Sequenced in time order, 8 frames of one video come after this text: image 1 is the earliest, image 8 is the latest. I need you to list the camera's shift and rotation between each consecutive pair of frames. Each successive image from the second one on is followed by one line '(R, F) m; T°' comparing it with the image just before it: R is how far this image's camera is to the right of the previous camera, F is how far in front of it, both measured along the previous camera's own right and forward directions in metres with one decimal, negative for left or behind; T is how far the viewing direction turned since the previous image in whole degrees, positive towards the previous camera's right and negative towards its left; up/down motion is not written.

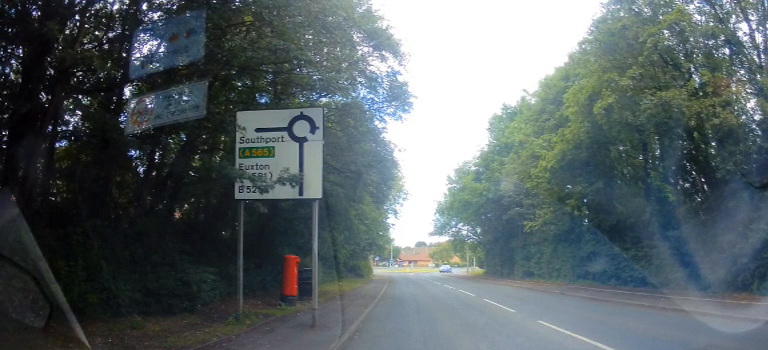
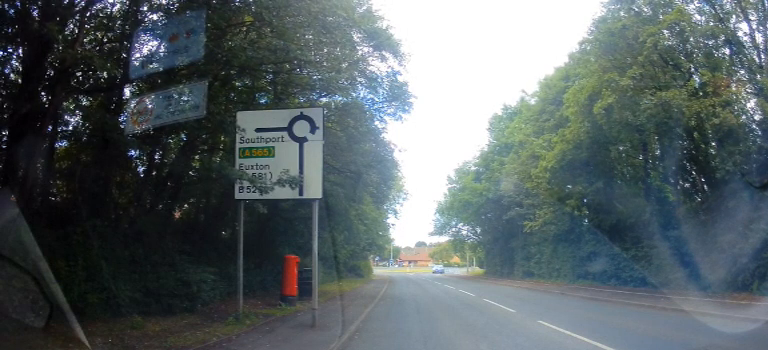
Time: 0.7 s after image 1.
(0.0, 0.0) m; 0°
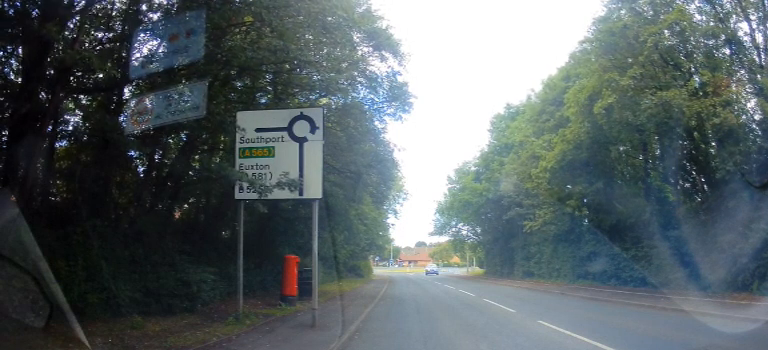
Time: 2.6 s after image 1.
(0.0, 0.0) m; 0°
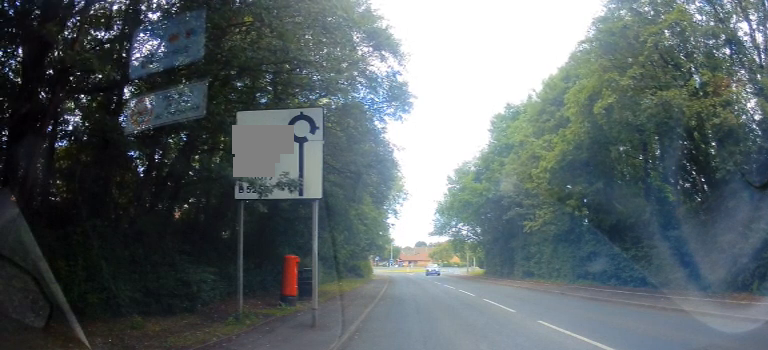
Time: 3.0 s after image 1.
(0.0, 0.0) m; 0°
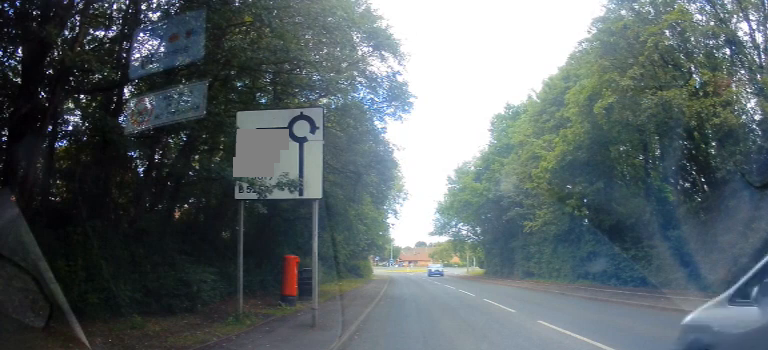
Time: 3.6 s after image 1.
(0.0, 0.0) m; 0°
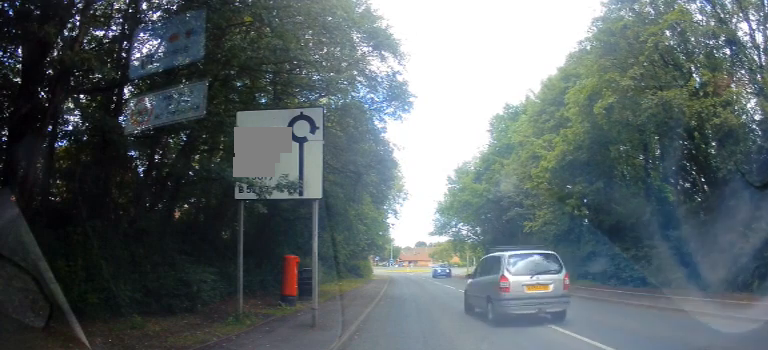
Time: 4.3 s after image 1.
(0.0, 0.0) m; 0°
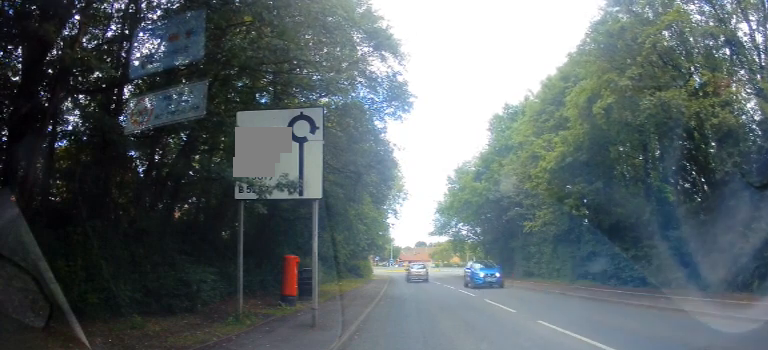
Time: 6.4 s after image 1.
(0.0, 0.0) m; 0°
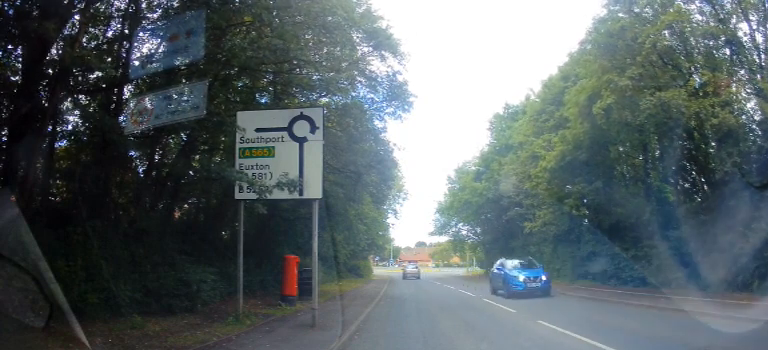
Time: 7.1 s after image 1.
(0.0, 0.0) m; 0°
